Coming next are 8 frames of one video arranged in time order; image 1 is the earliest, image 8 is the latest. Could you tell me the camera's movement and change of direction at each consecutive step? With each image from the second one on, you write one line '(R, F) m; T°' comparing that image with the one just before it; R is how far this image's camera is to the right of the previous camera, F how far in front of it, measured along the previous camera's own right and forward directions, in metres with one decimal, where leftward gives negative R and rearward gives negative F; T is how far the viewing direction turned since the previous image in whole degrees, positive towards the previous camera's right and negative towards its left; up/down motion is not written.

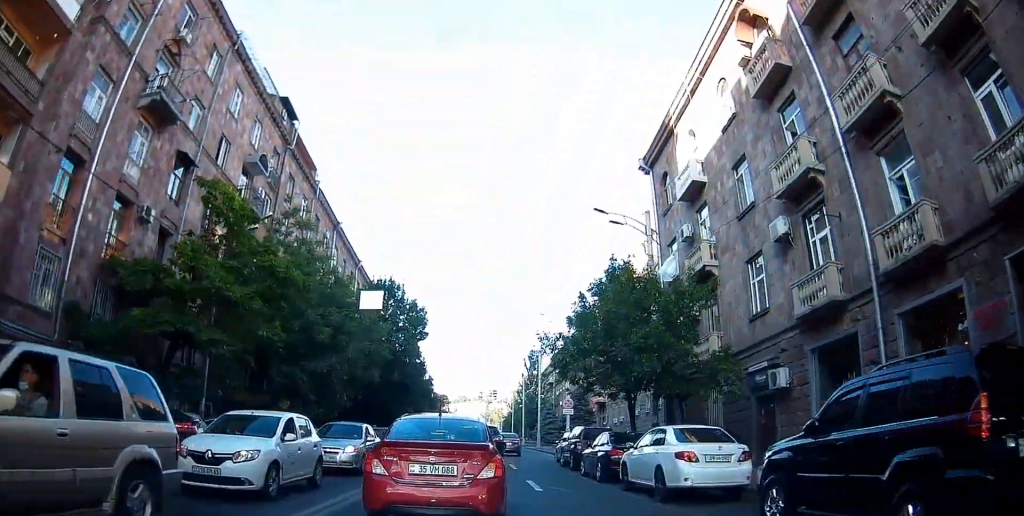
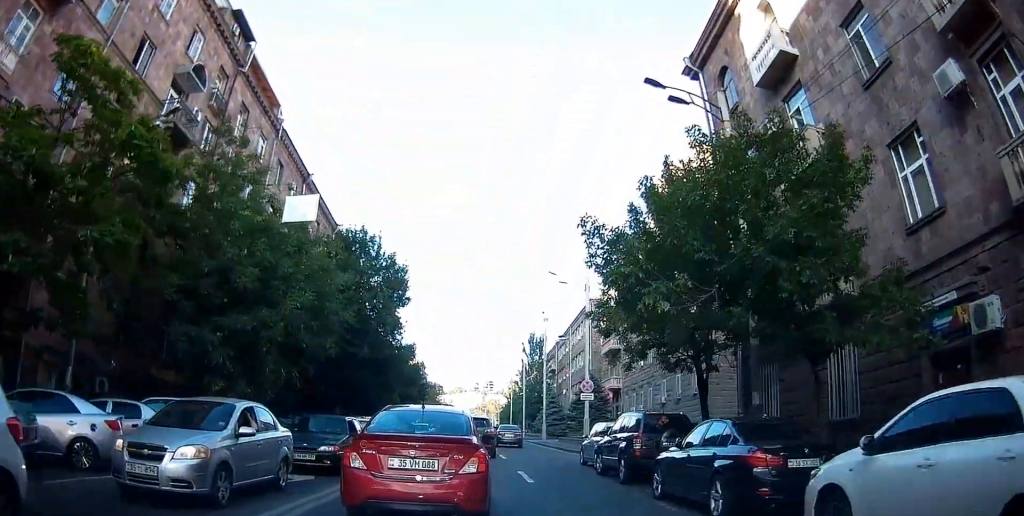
(-0.3, +8.9) m; 0°
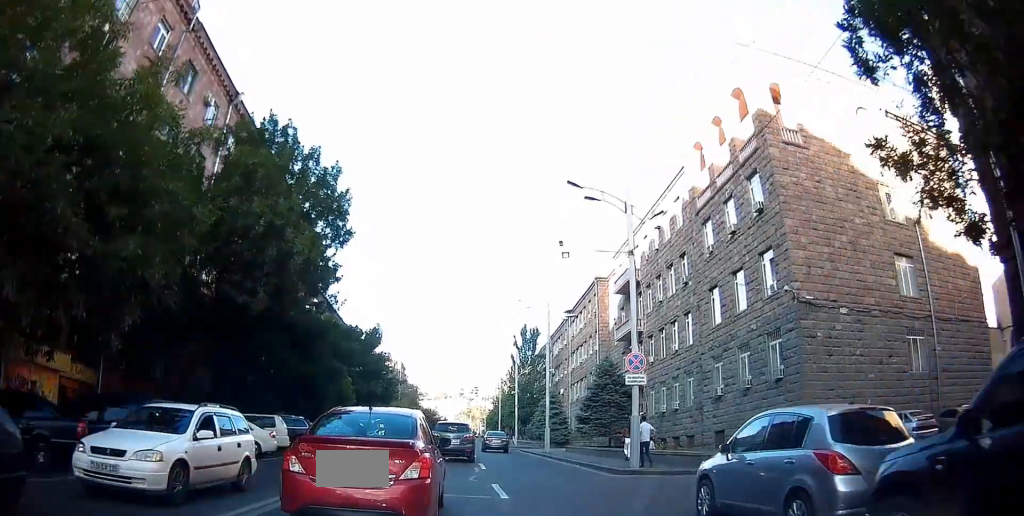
(+0.6, +12.8) m; +5°
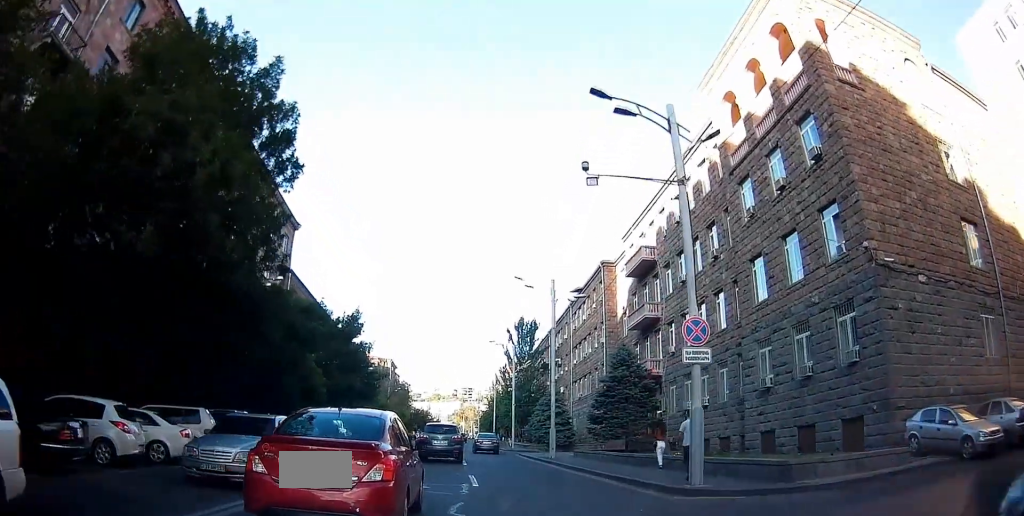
(+0.2, +6.0) m; +1°
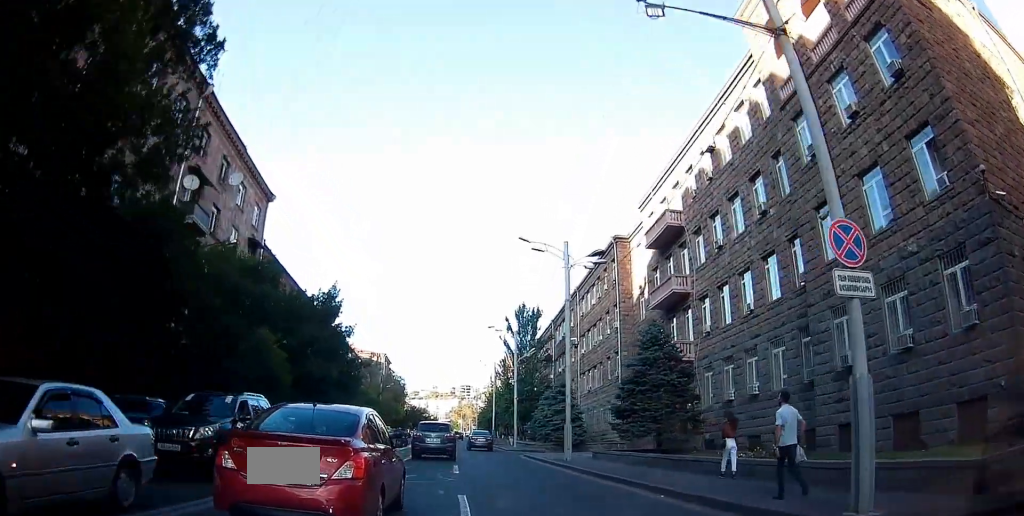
(0.0, +6.3) m; 0°
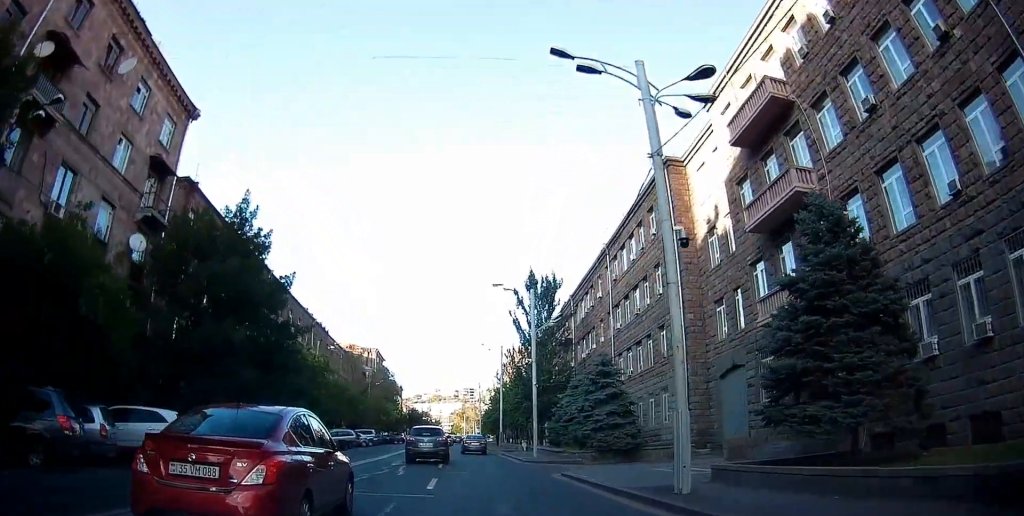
(+0.1, +14.2) m; +1°
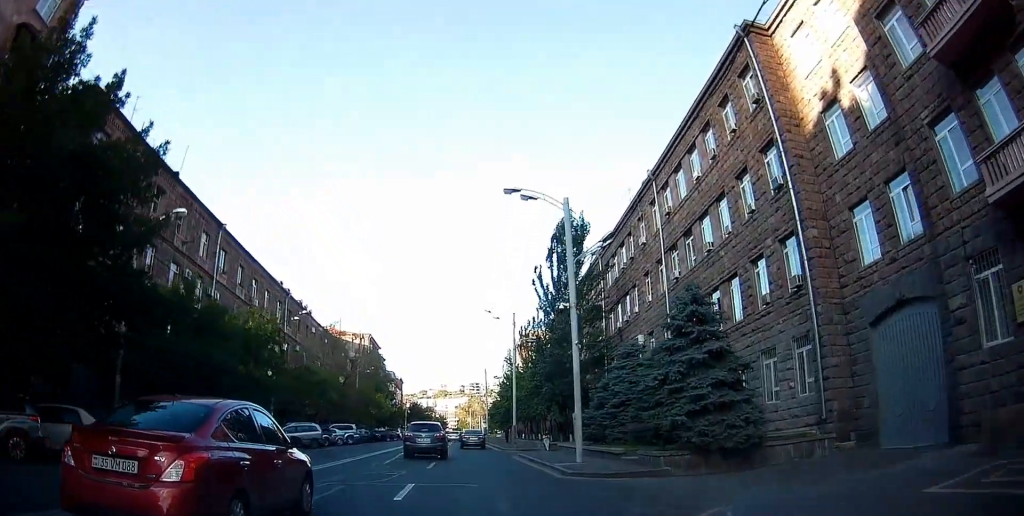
(+0.1, +12.8) m; +1°
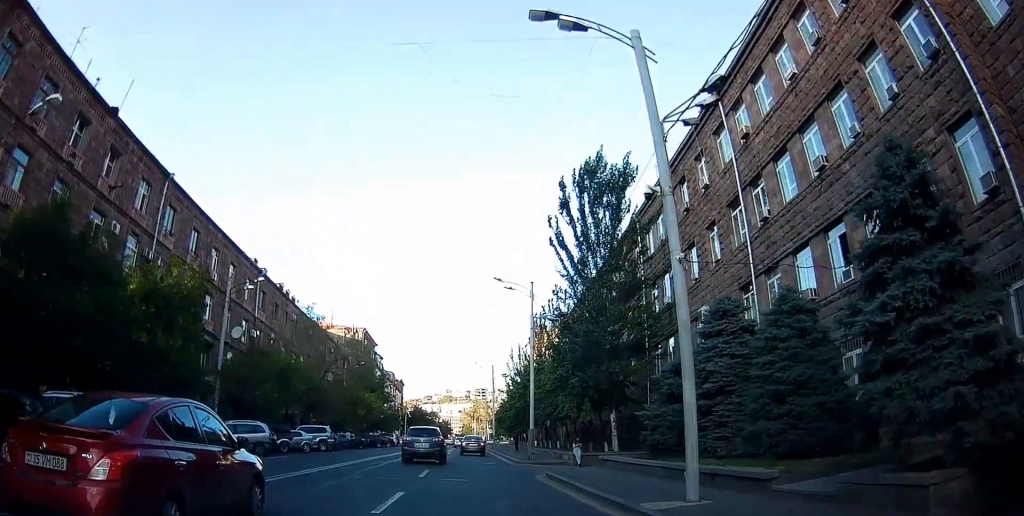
(+0.2, +10.6) m; -1°
